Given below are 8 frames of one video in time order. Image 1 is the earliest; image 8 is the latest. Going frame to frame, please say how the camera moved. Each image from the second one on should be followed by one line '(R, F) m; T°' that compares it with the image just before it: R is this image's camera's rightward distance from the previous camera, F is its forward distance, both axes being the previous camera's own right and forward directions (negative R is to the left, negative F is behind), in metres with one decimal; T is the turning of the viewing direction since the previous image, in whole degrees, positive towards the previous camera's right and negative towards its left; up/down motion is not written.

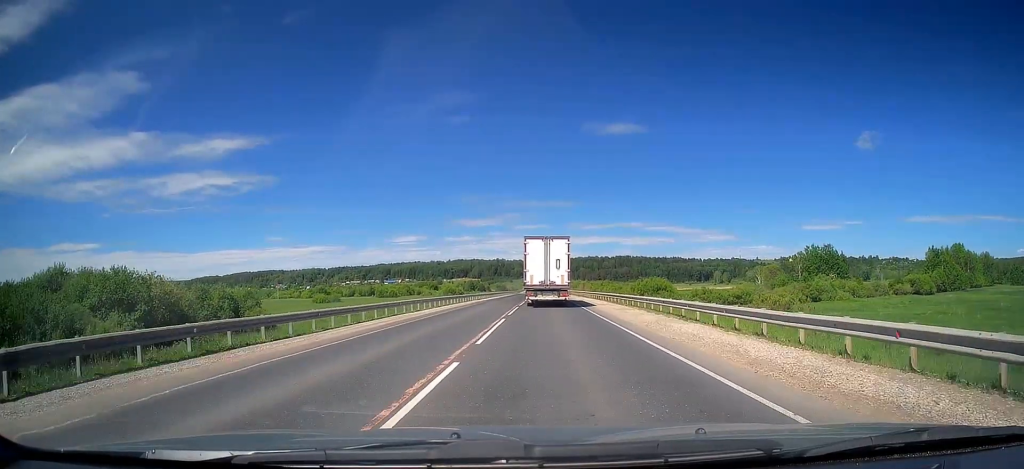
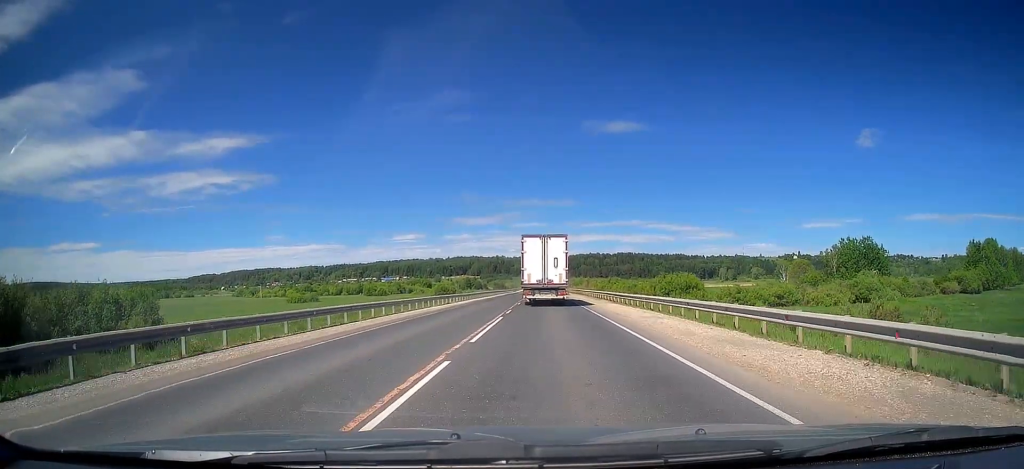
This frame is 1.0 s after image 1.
(+0.2, +24.2) m; 0°
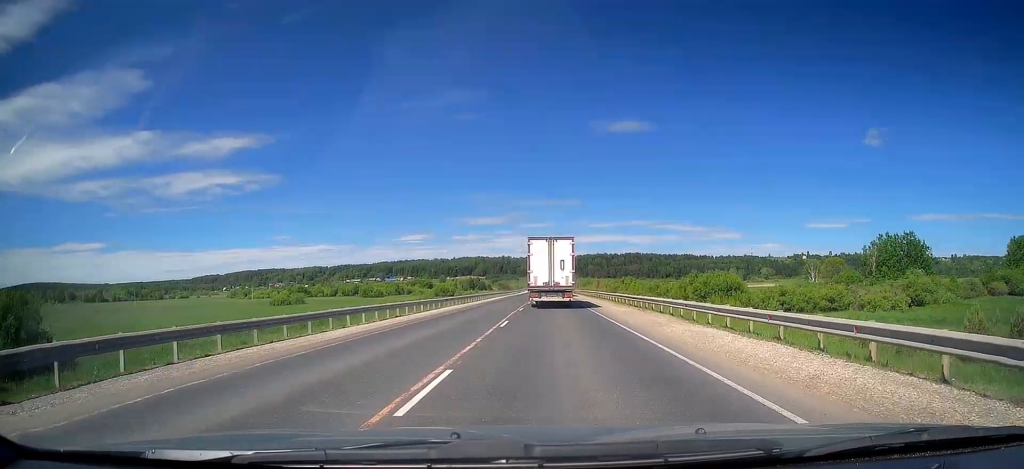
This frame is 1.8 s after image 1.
(0.0, +18.7) m; -1°
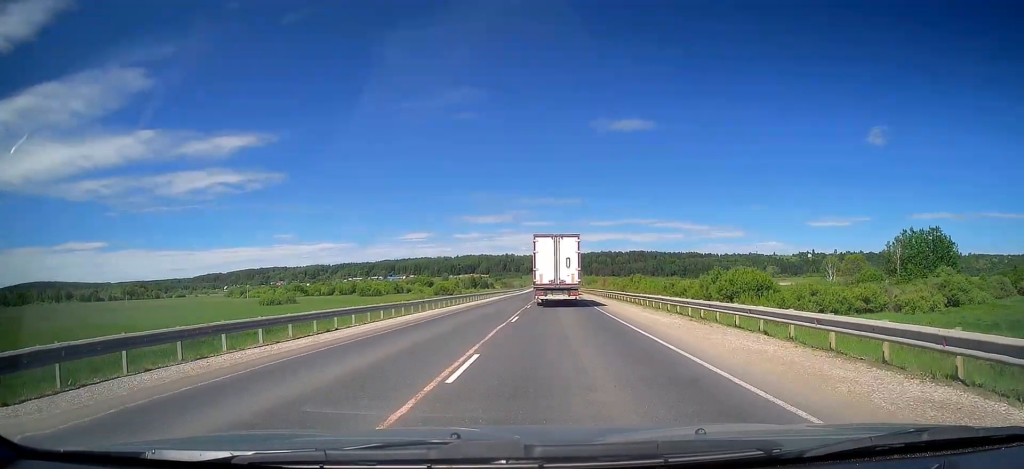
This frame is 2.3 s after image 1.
(+0.1, +10.1) m; -1°
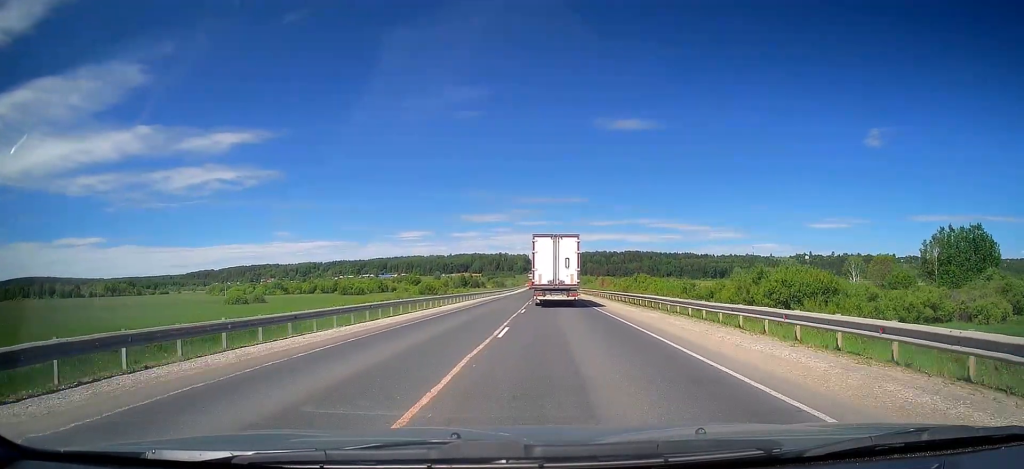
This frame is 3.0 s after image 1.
(-0.4, +18.0) m; 0°
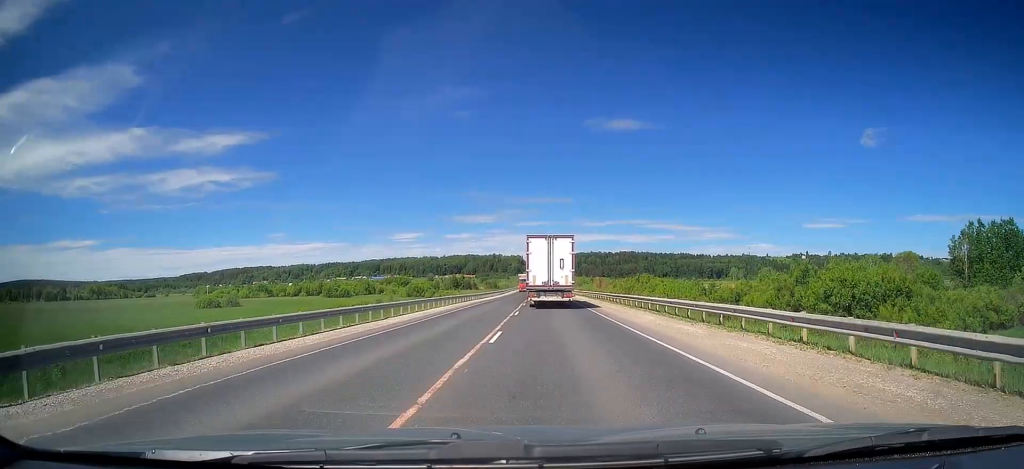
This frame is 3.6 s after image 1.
(0.0, +12.6) m; 0°
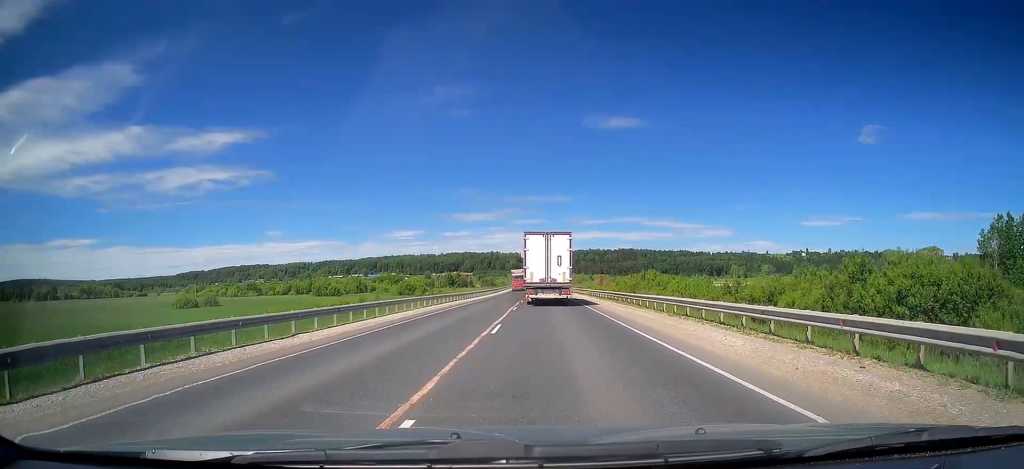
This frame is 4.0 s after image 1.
(0.0, +10.3) m; +1°
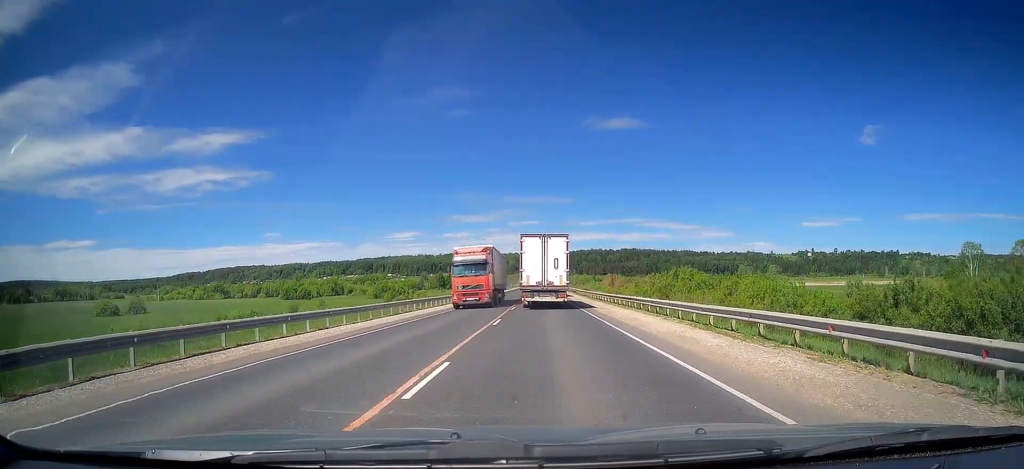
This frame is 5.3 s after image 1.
(+0.4, +31.7) m; 0°
